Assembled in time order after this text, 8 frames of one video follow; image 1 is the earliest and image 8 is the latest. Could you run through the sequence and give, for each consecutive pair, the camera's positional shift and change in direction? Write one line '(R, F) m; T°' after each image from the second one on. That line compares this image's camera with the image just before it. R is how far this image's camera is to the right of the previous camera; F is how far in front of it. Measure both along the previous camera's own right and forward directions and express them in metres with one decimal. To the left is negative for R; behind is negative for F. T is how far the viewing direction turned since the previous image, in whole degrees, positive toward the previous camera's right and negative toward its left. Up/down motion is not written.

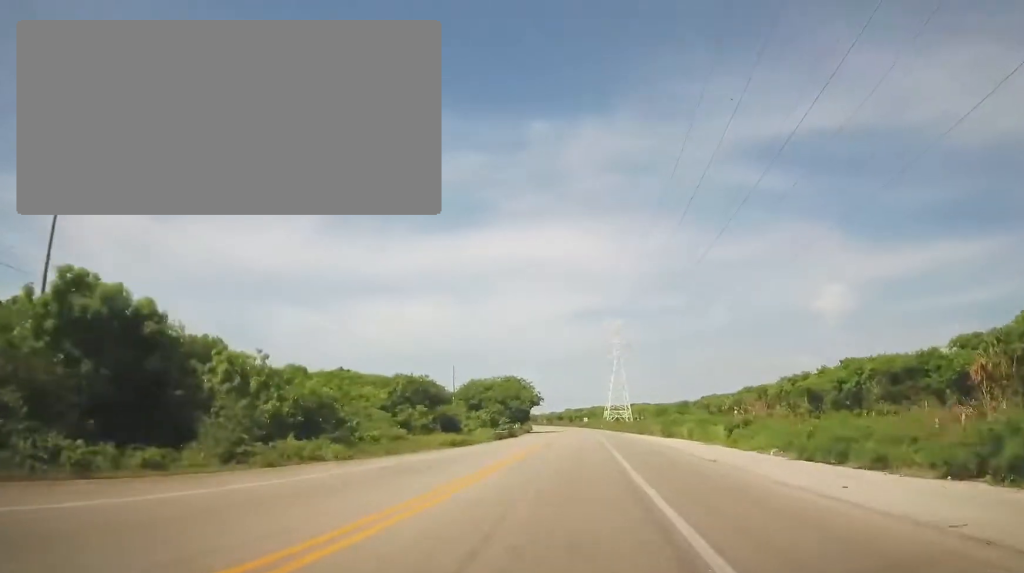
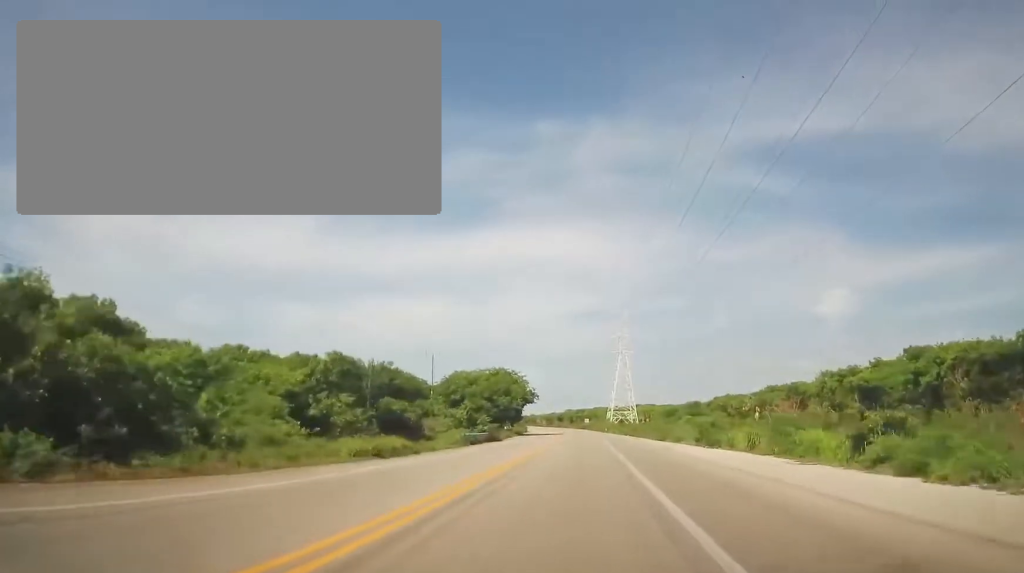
(0.0, +15.2) m; 0°
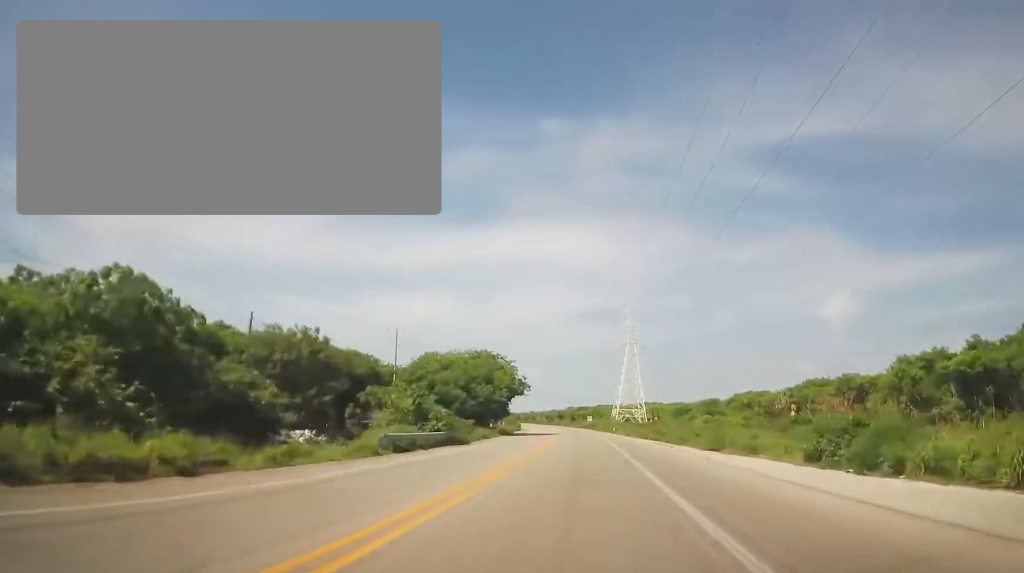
(-0.2, +18.2) m; 0°
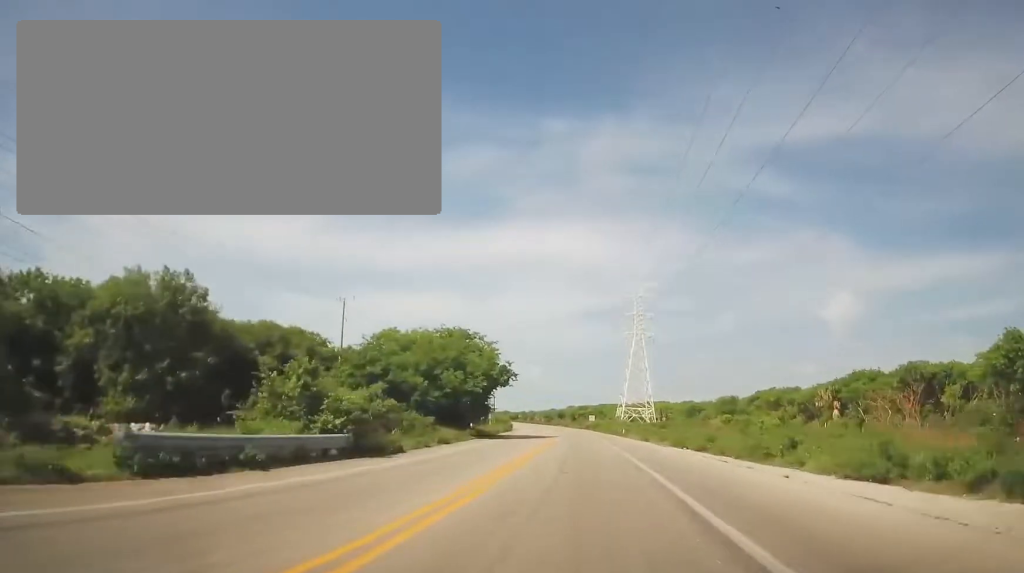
(0.0, +16.0) m; 0°
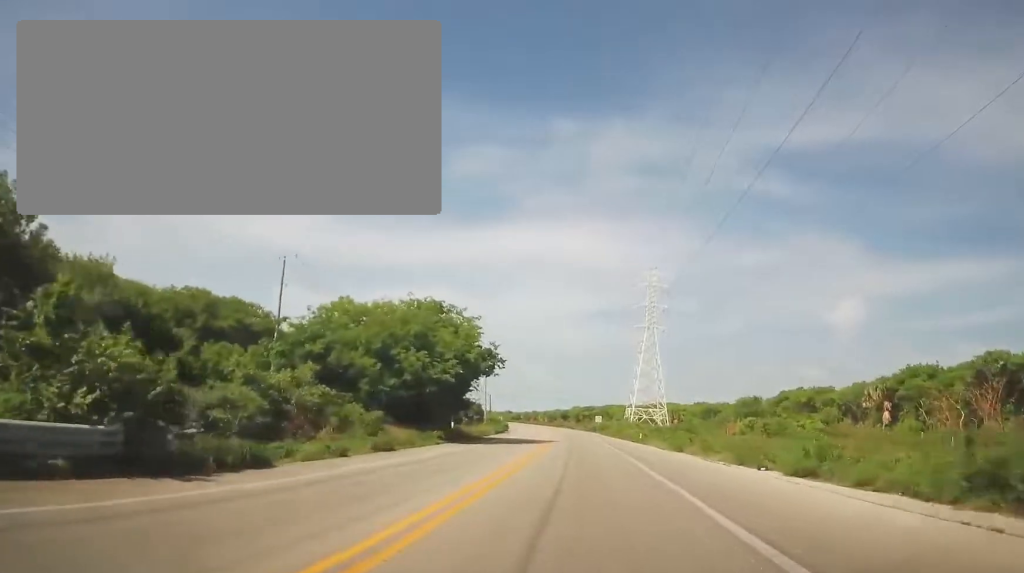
(0.0, +12.4) m; 0°
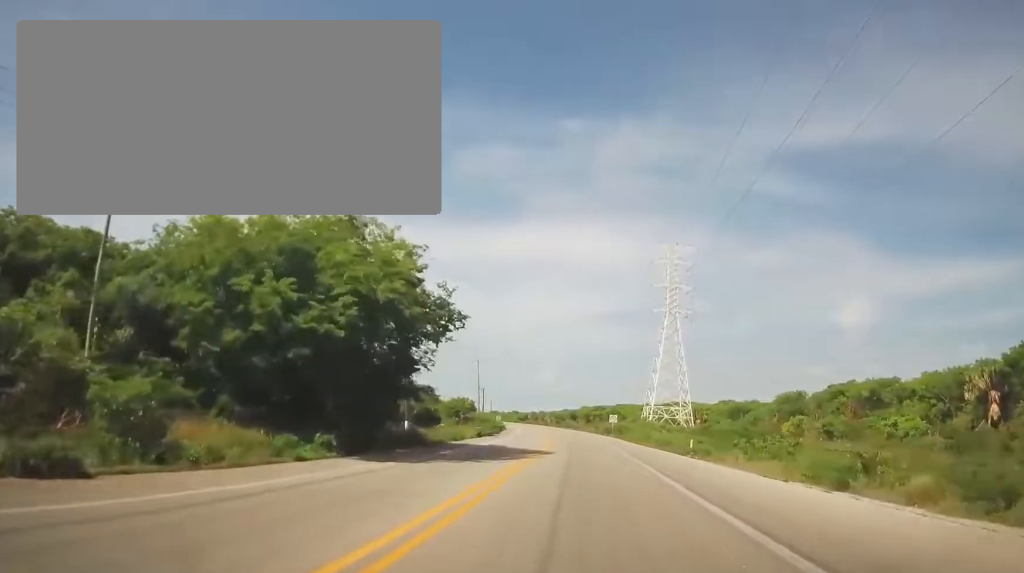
(0.0, +17.7) m; -1°
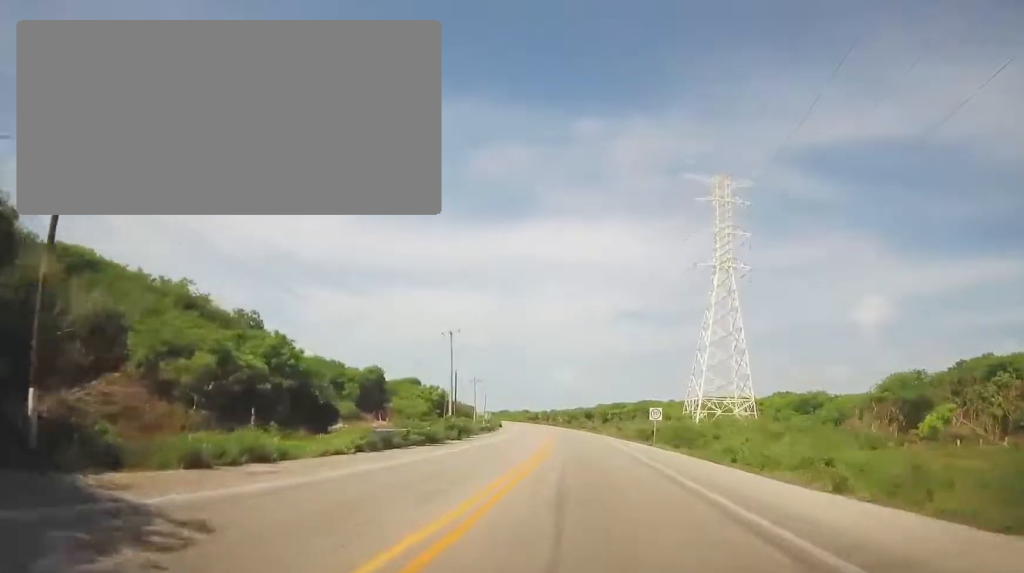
(-0.6, +30.2) m; -3°
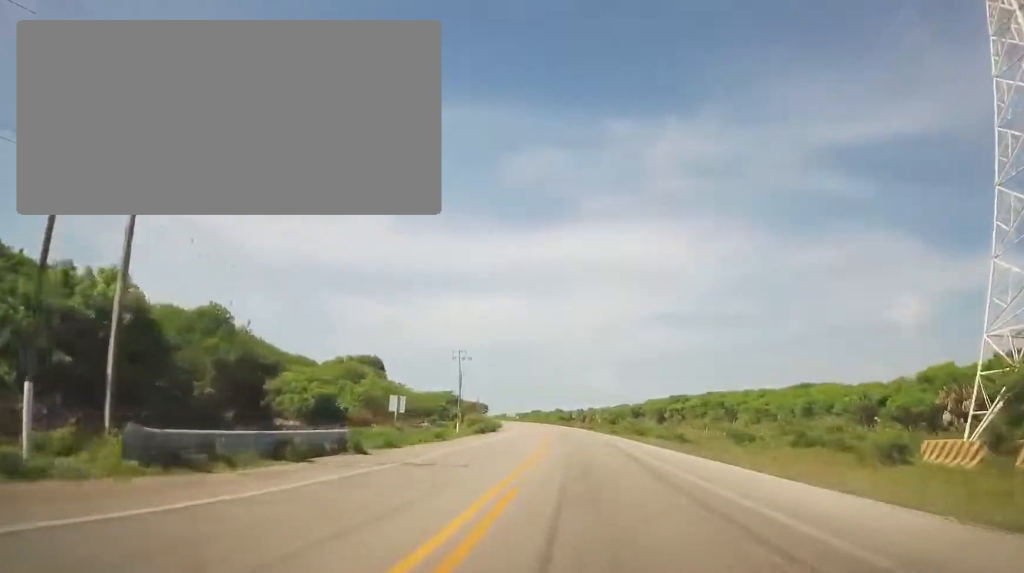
(-1.4, +55.2) m; -2°
